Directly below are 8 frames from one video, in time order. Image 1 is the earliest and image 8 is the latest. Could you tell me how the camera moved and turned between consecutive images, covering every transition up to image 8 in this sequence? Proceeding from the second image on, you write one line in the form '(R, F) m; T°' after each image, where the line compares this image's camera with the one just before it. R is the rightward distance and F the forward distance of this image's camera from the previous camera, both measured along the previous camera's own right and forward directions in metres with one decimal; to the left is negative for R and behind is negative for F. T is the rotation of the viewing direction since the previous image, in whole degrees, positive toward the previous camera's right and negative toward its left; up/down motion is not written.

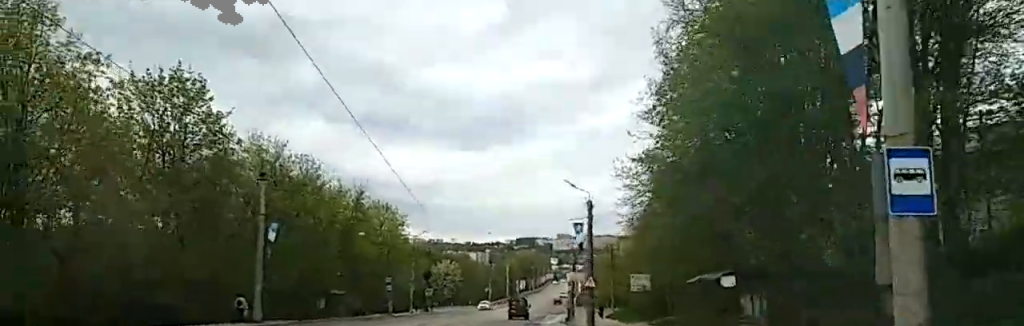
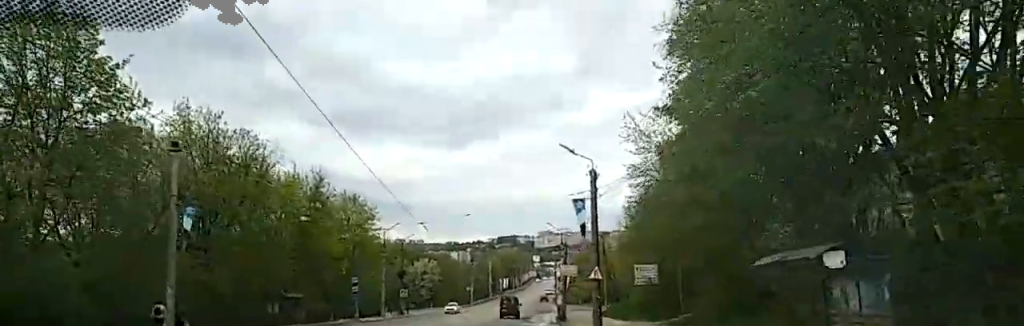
(0.0, +10.2) m; 0°
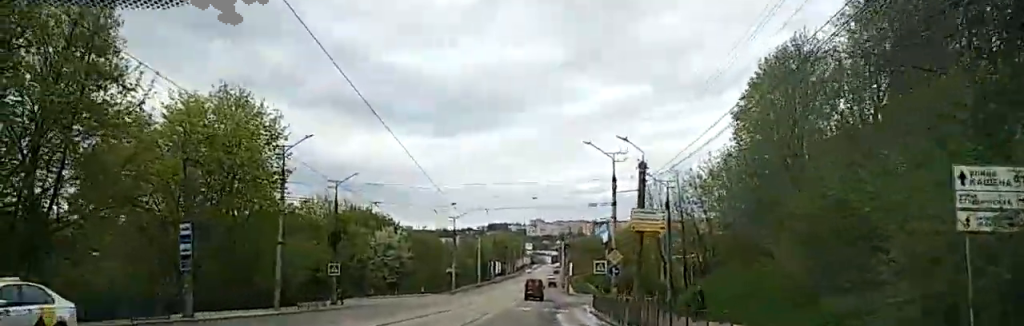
(+1.1, +40.9) m; +3°
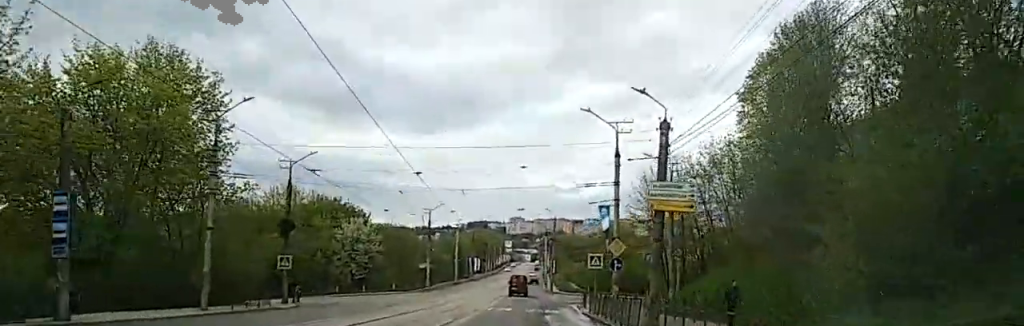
(0.0, +8.3) m; 0°
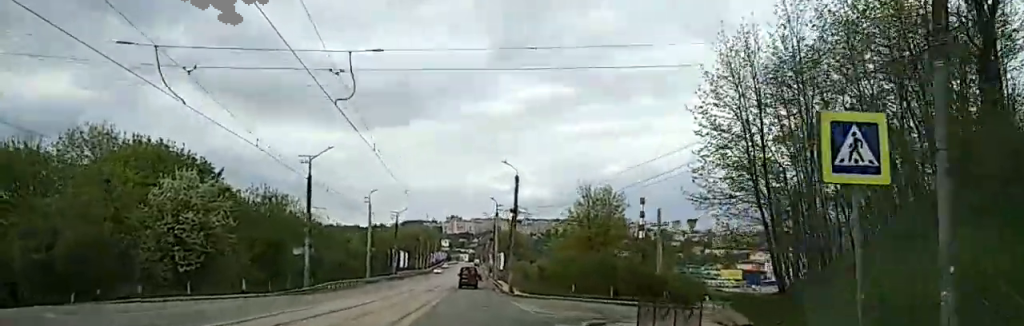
(+0.6, +38.7) m; +2°
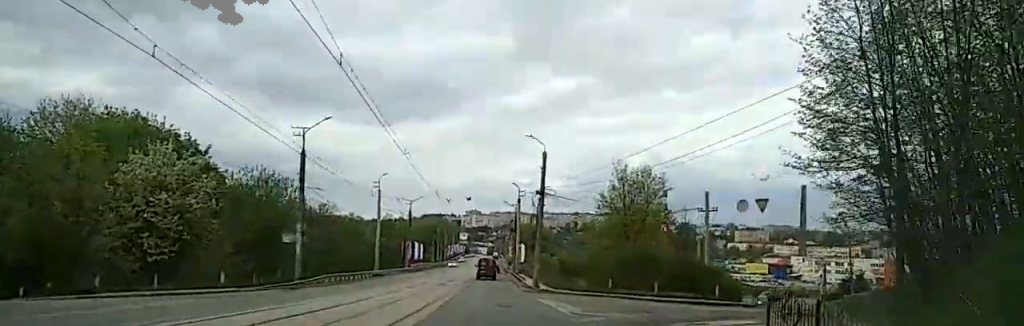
(-0.1, +9.1) m; +1°
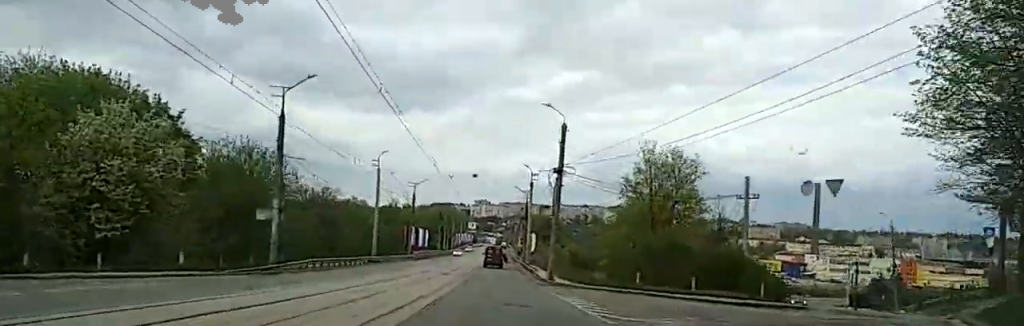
(+0.1, +7.6) m; +1°
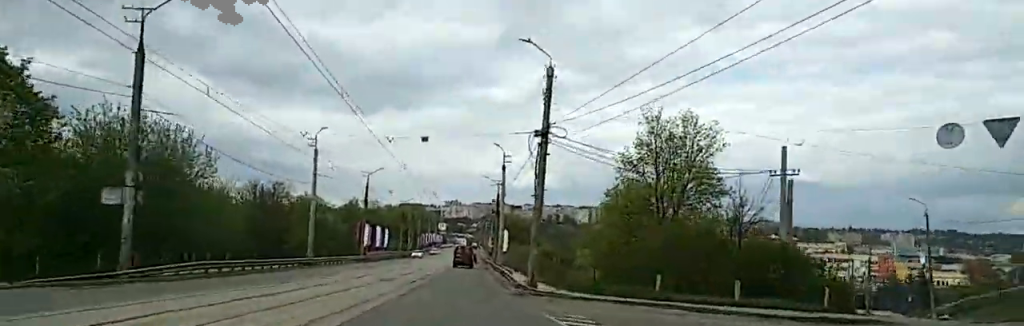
(+0.1, +13.6) m; +1°
